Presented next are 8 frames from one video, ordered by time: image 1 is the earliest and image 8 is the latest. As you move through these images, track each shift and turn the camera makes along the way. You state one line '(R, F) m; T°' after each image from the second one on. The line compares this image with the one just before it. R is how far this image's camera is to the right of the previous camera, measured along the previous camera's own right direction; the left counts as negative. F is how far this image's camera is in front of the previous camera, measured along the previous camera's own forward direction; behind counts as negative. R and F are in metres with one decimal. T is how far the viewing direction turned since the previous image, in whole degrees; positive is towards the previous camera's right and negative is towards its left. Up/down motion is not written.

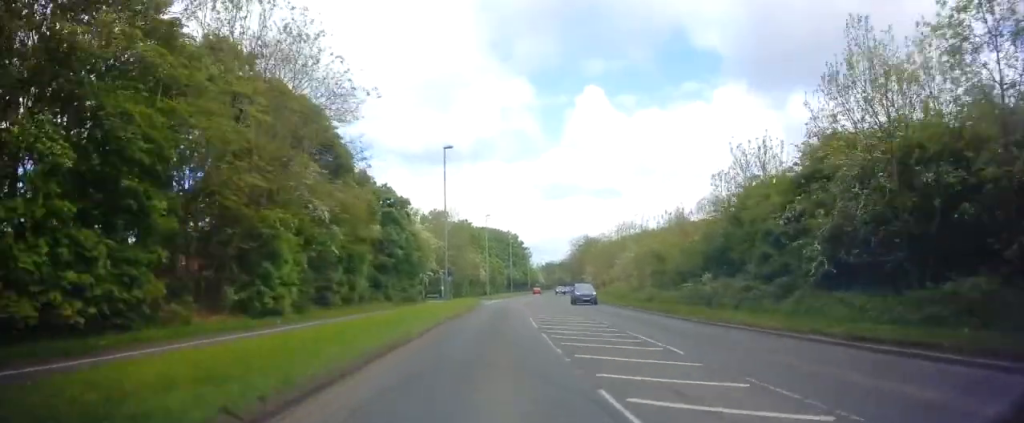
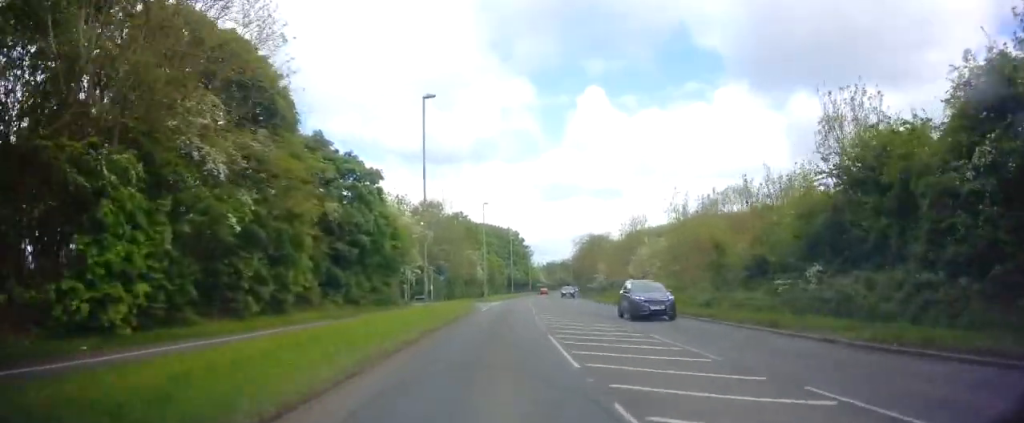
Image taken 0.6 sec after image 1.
(-0.2, +9.9) m; +1°
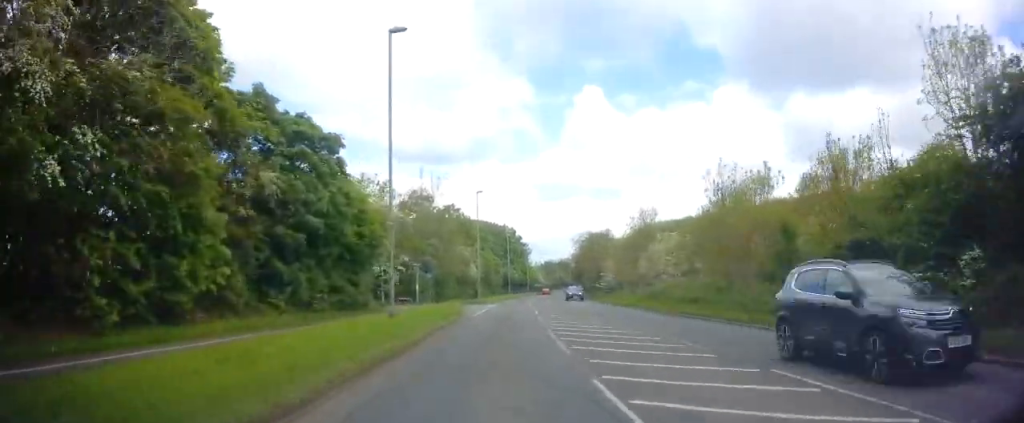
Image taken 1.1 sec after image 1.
(-0.1, +7.3) m; +1°
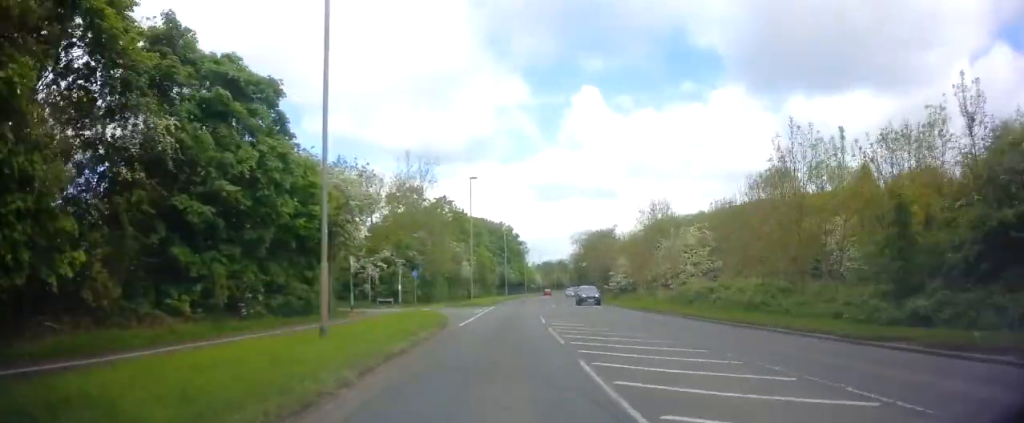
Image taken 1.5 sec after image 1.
(+0.3, +6.9) m; +1°
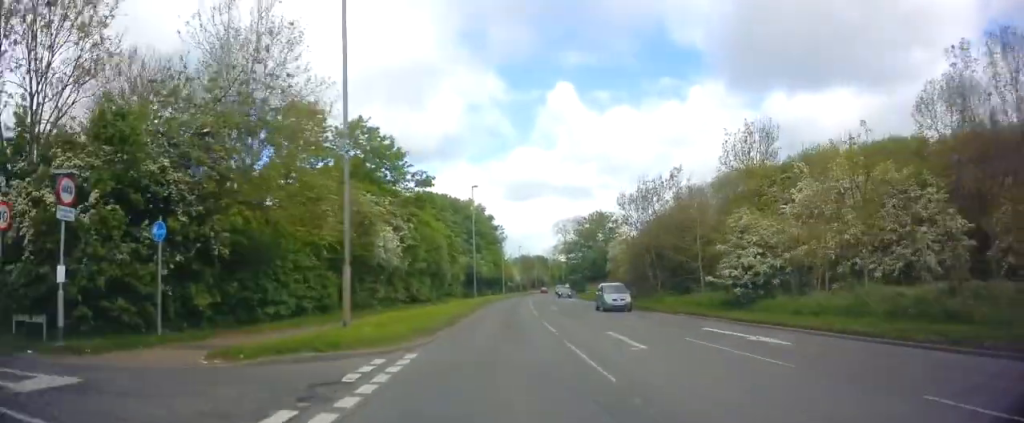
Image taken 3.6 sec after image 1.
(+0.9, +32.8) m; +2°
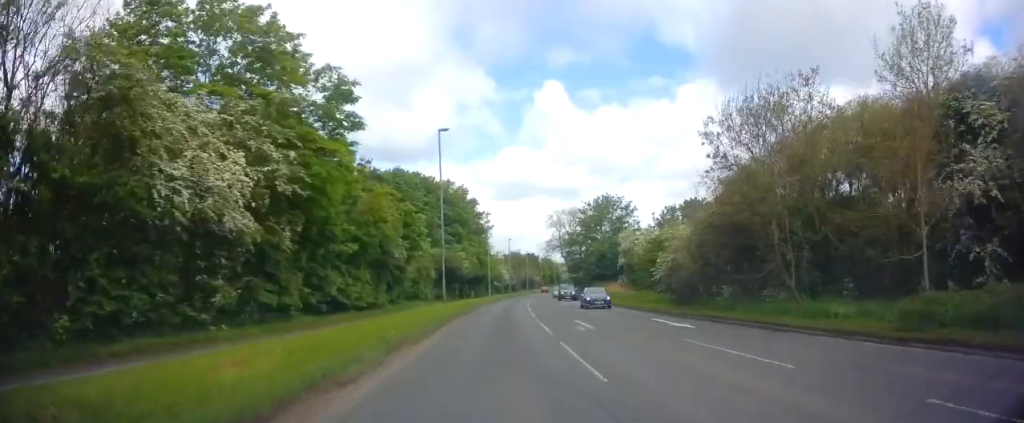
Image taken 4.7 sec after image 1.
(-0.1, +18.6) m; +1°
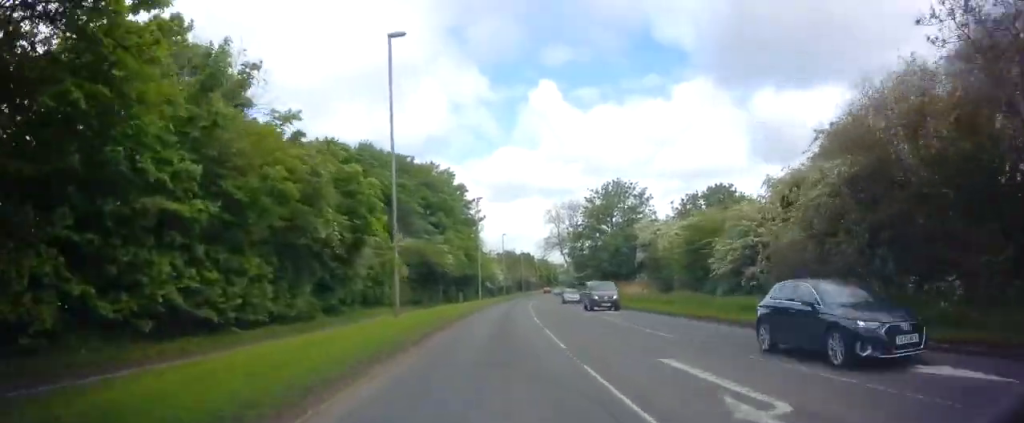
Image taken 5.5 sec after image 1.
(+0.3, +13.2) m; +1°
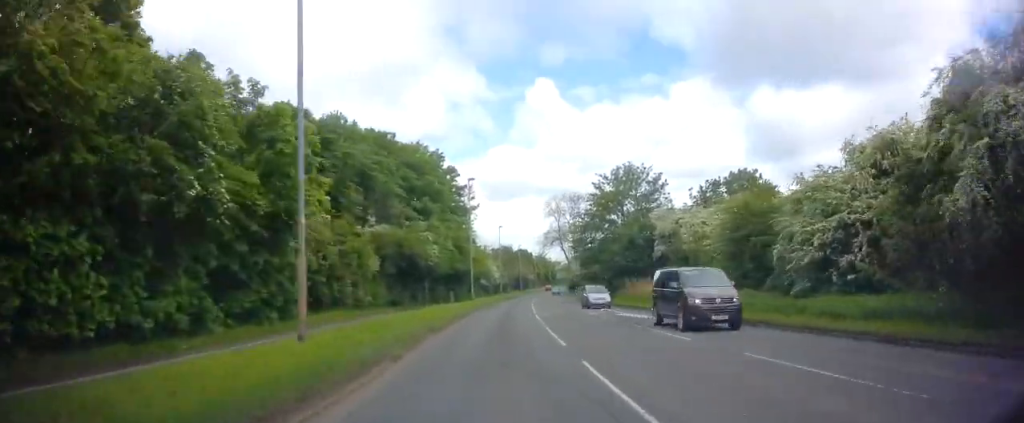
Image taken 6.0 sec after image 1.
(+0.4, +8.8) m; 0°
